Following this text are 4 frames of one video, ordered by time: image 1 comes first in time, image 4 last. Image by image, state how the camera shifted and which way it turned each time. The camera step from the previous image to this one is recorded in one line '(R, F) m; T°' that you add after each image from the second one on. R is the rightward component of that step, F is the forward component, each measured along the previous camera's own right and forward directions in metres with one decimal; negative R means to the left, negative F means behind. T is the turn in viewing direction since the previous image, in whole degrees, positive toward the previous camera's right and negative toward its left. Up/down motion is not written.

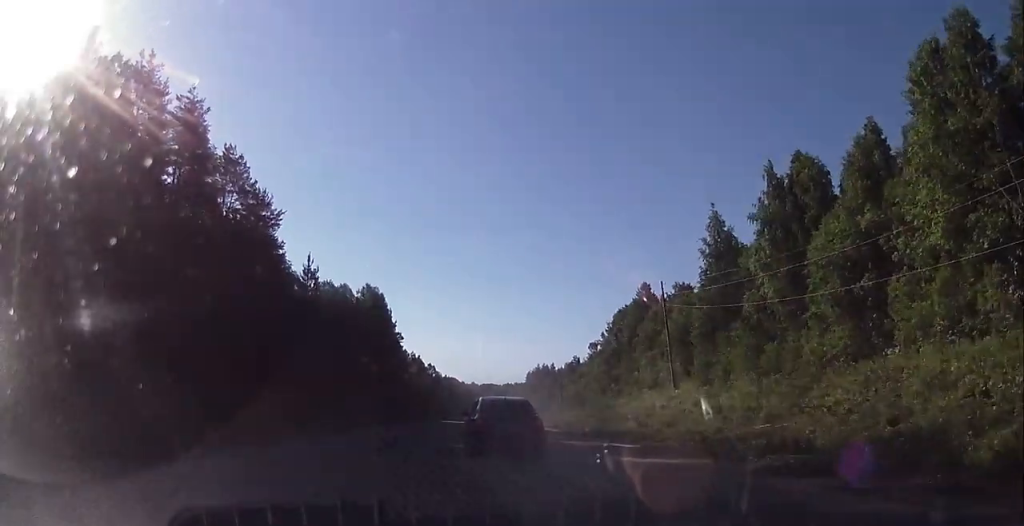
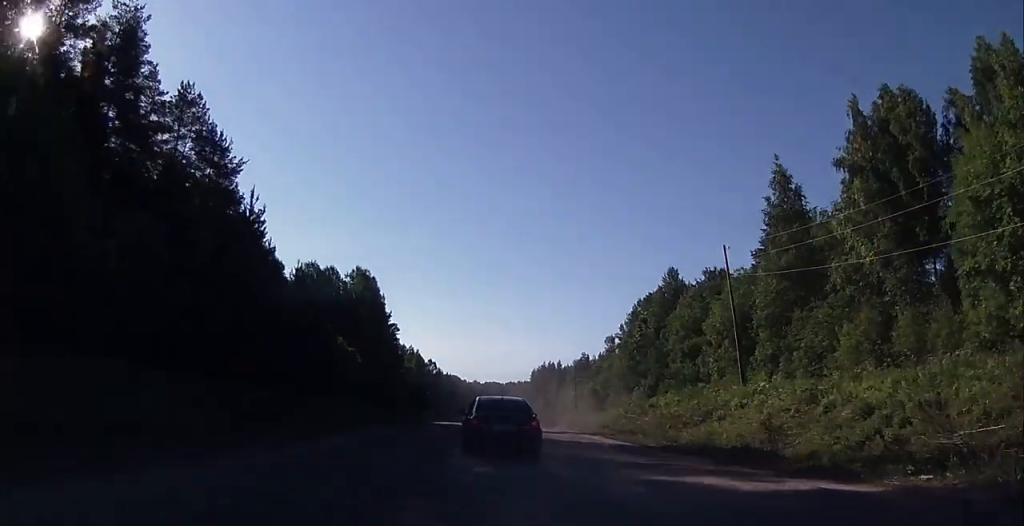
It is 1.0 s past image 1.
(-0.1, +14.7) m; 0°
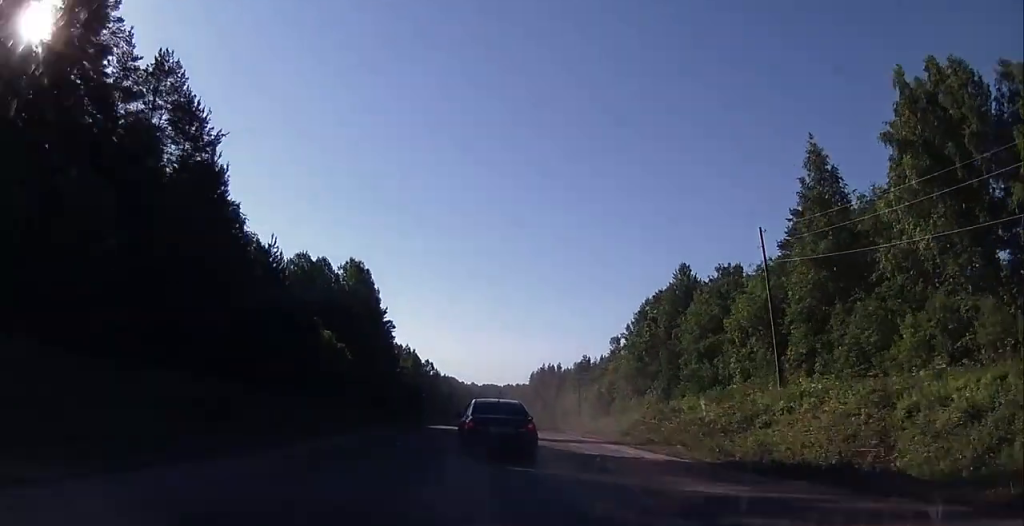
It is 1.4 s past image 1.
(-0.1, +6.1) m; 0°
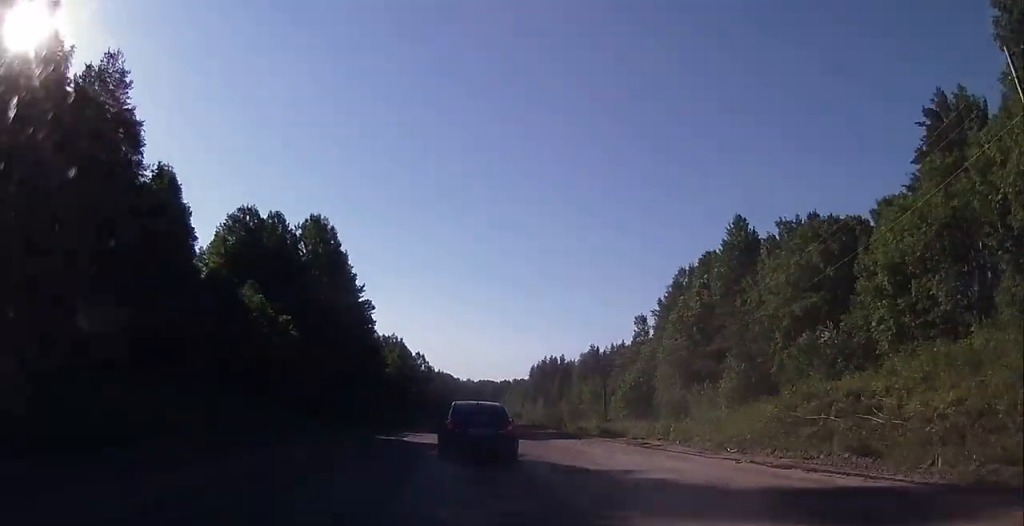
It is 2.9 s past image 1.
(+0.7, +23.3) m; +2°
